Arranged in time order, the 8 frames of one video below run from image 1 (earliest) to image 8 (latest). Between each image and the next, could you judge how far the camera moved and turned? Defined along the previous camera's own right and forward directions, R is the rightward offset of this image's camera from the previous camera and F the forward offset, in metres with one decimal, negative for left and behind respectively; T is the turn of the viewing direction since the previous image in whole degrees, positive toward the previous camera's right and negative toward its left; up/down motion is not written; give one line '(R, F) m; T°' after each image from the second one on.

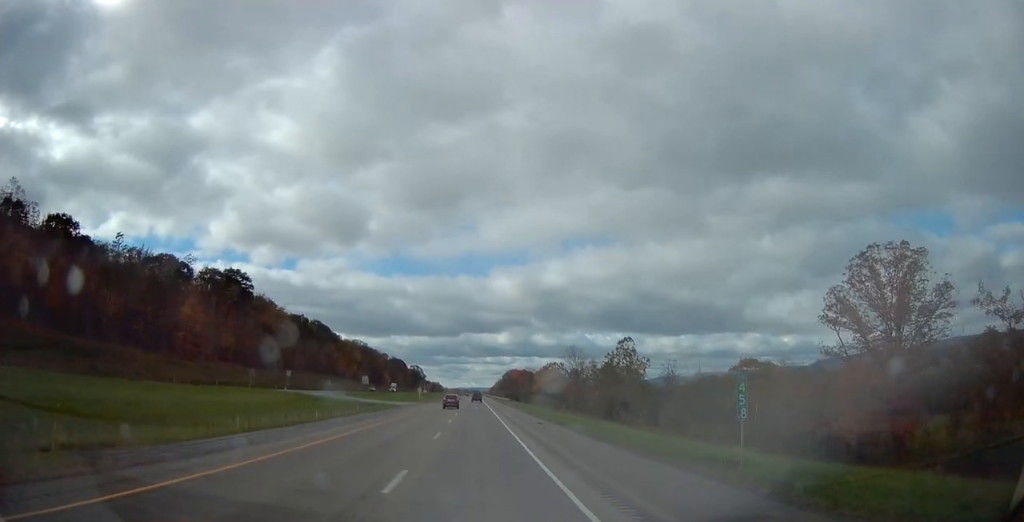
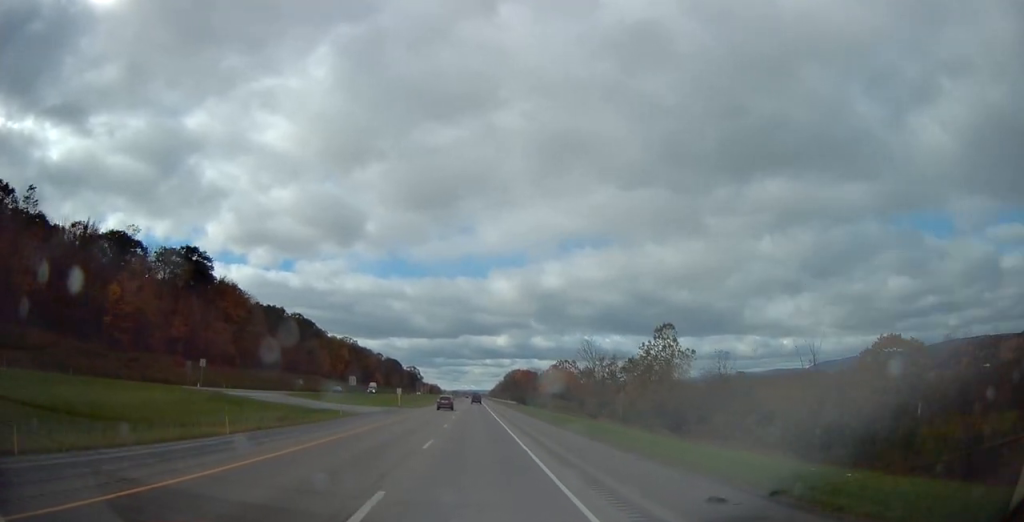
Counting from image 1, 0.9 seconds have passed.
(+0.2, +27.3) m; 0°
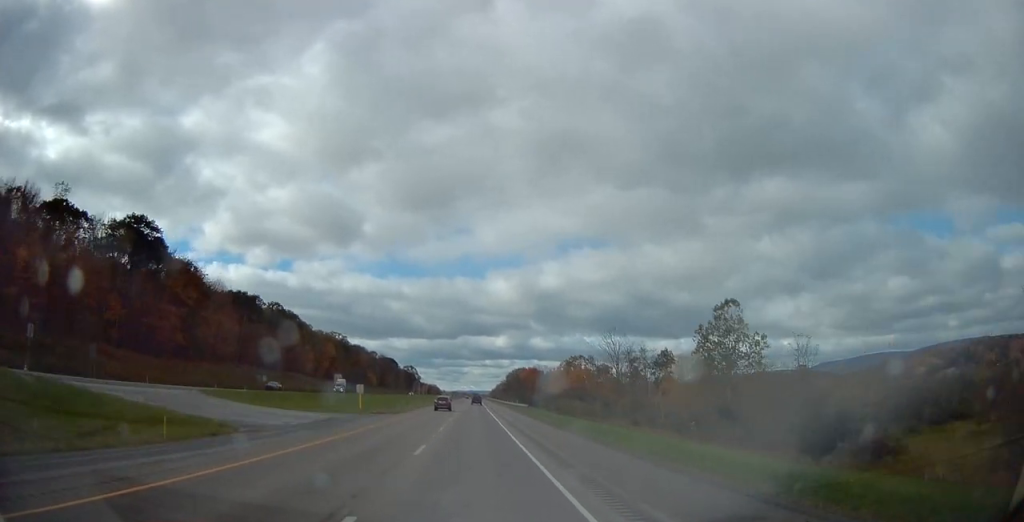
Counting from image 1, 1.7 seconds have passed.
(-0.2, +26.2) m; 0°
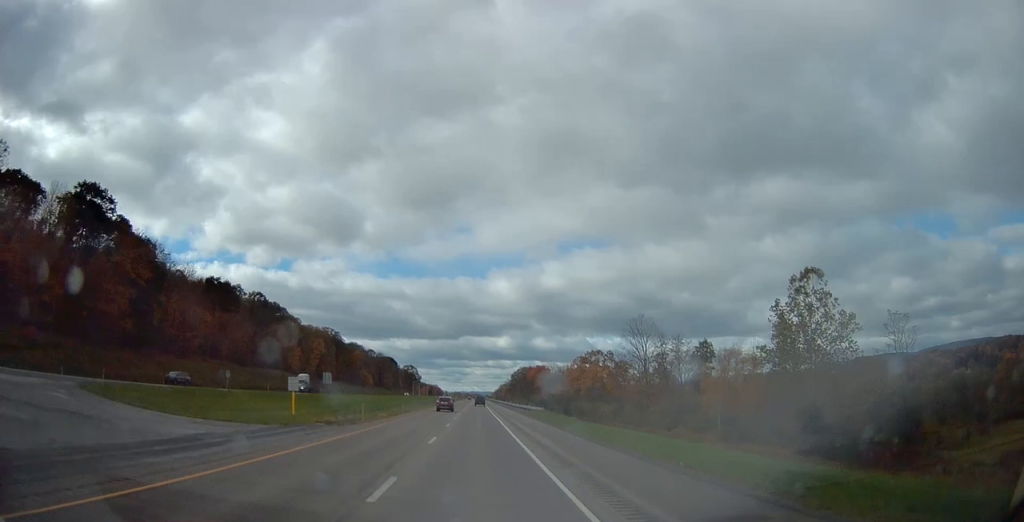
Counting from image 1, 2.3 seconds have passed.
(0.0, +19.9) m; 0°
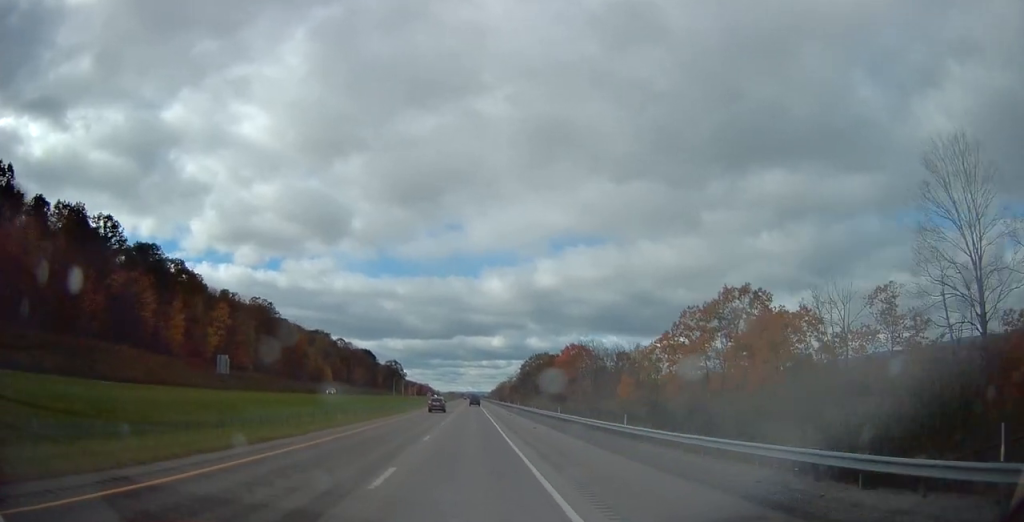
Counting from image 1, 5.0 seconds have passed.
(+0.4, +83.7) m; +1°
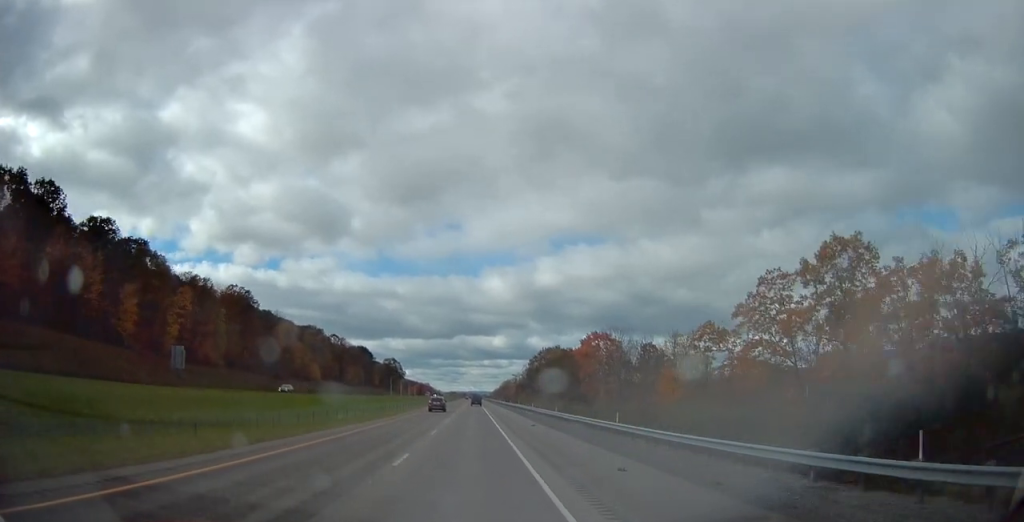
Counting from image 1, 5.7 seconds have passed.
(+0.2, +20.9) m; 0°
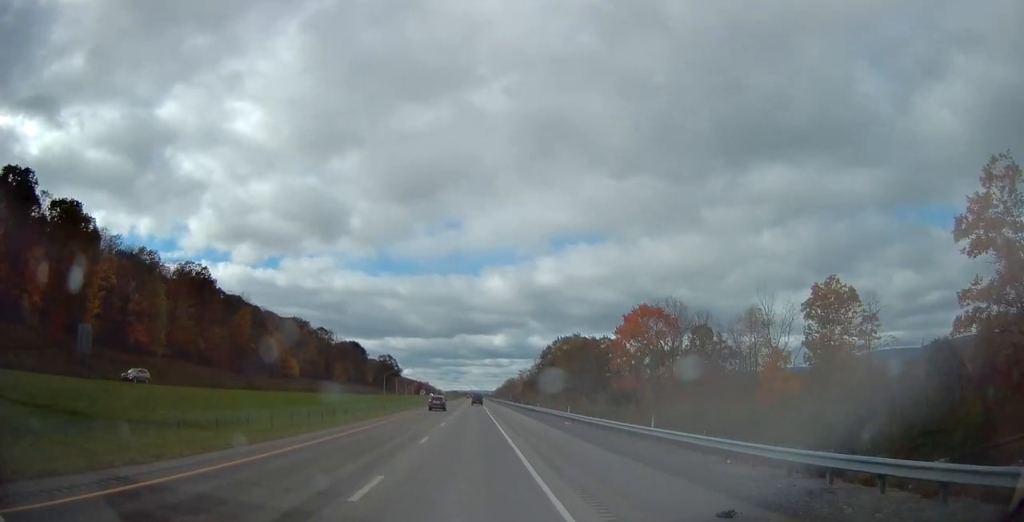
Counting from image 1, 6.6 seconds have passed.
(-0.2, +29.2) m; -1°
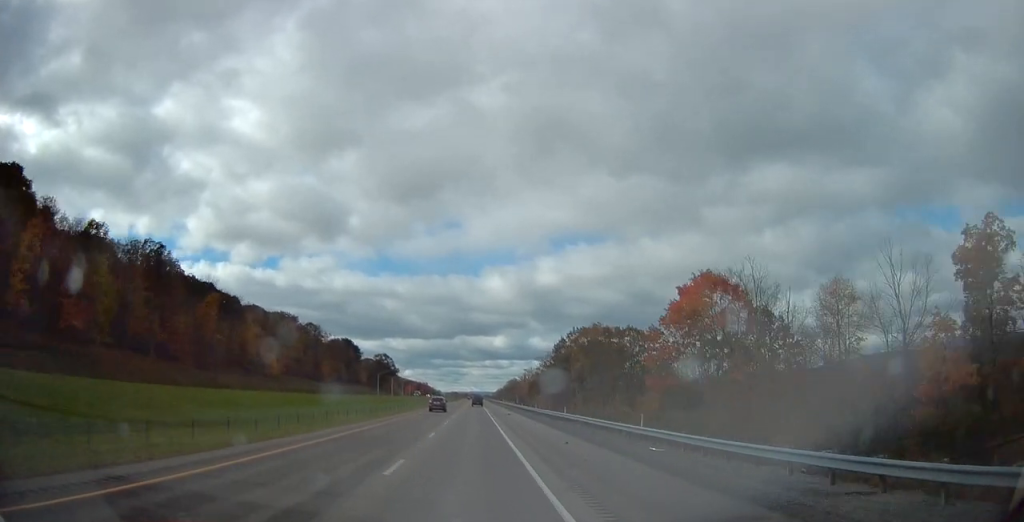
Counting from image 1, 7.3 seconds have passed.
(-0.1, +20.9) m; 0°
